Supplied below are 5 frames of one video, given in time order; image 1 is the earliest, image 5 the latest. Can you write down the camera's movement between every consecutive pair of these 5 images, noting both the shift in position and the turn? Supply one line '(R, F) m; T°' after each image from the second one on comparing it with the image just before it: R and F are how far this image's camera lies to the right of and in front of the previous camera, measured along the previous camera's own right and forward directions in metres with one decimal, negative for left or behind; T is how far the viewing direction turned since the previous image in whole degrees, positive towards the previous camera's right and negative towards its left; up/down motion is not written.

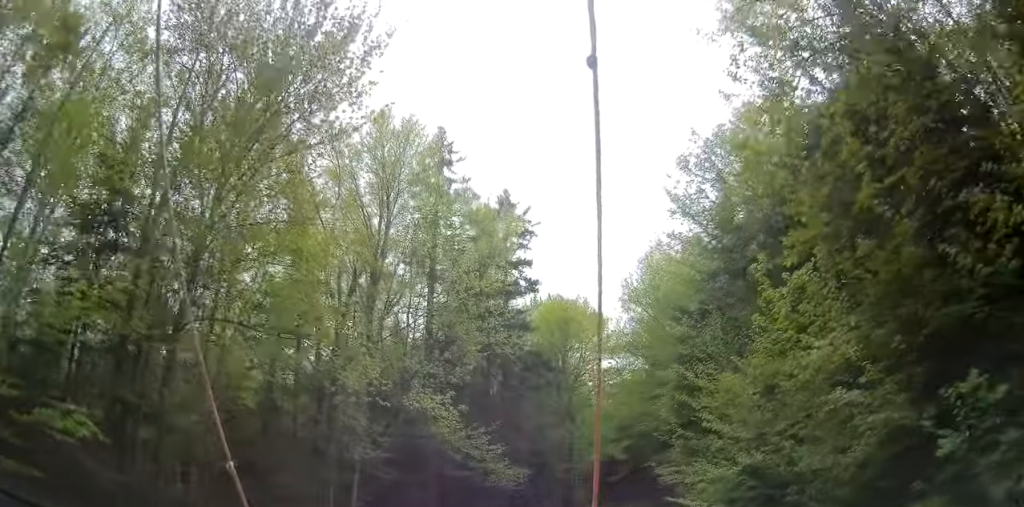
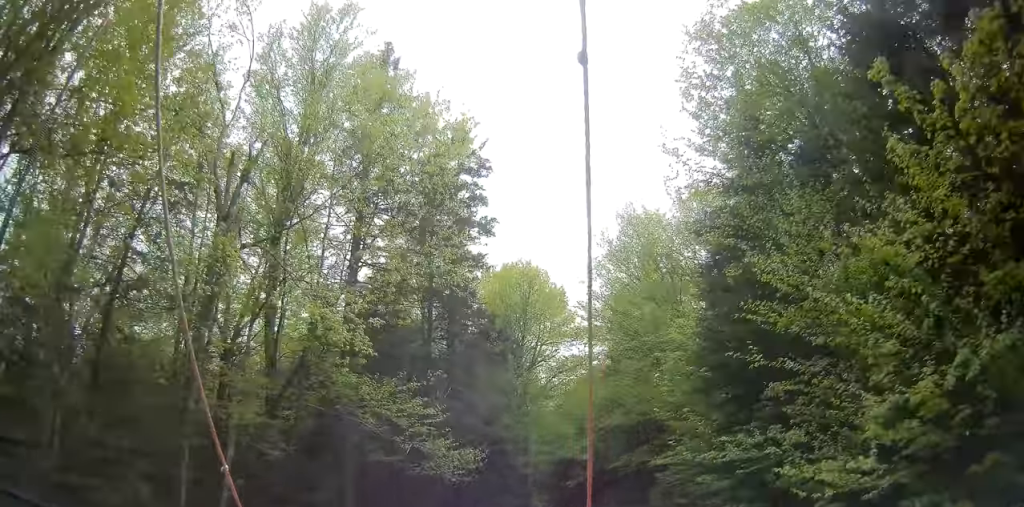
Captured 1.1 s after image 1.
(+0.1, +6.7) m; +3°
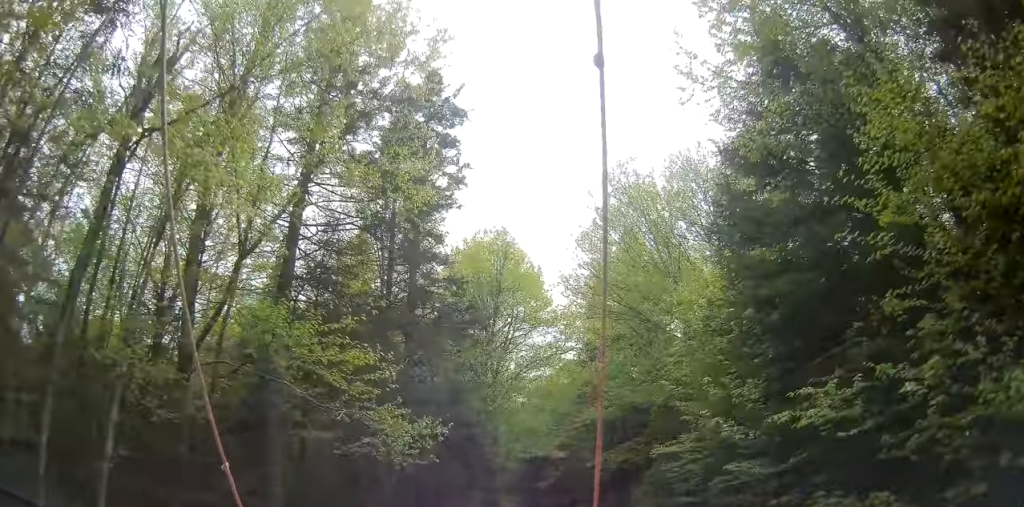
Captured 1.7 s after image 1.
(+0.1, +3.4) m; +3°
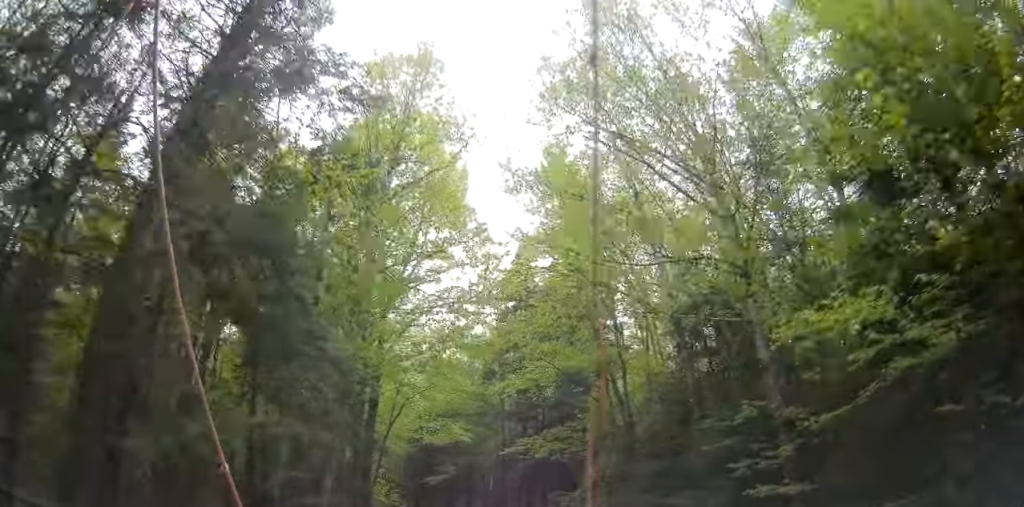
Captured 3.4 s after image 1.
(+0.6, +9.7) m; +7°
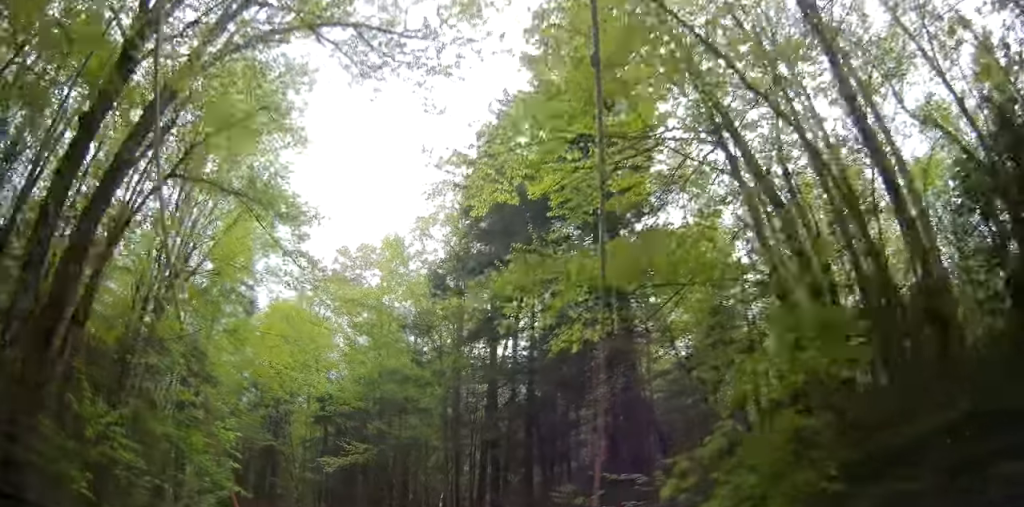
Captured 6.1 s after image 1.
(+2.3, +17.5) m; +6°
